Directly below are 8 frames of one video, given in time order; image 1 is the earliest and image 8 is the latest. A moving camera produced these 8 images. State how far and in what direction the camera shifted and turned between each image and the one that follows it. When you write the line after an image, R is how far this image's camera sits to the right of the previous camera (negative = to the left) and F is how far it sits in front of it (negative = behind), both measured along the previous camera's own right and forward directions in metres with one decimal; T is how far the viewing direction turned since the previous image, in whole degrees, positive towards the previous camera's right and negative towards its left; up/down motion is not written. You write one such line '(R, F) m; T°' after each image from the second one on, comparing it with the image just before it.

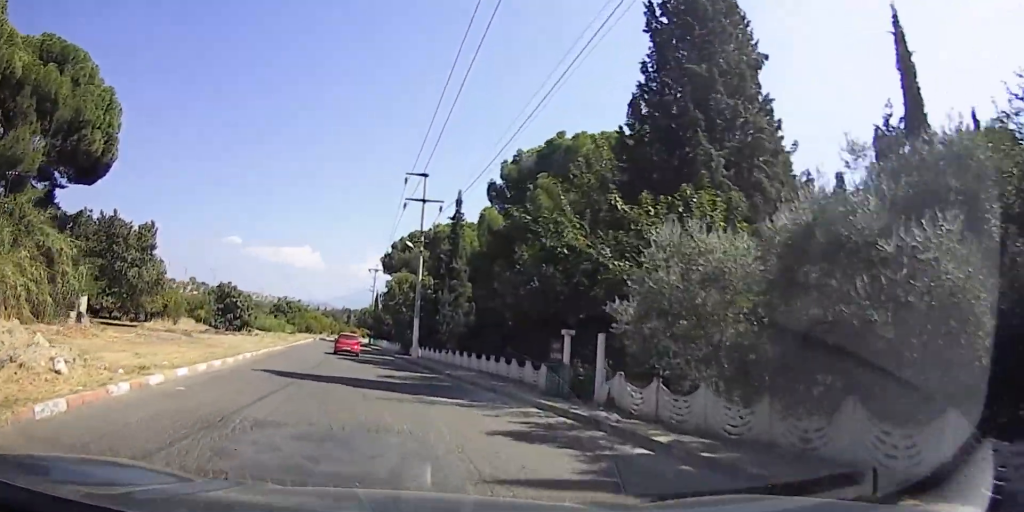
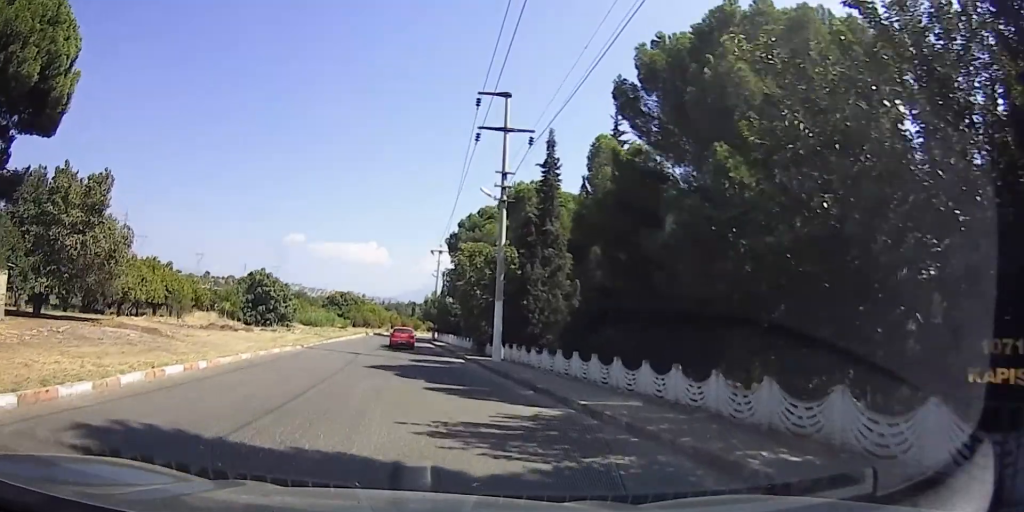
(0.0, +12.5) m; -9°
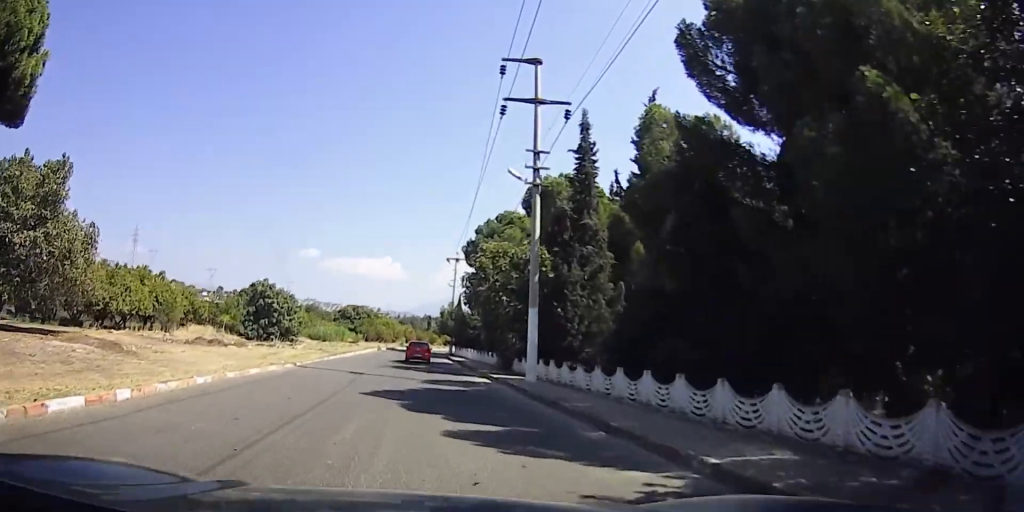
(-0.6, +4.5) m; -4°
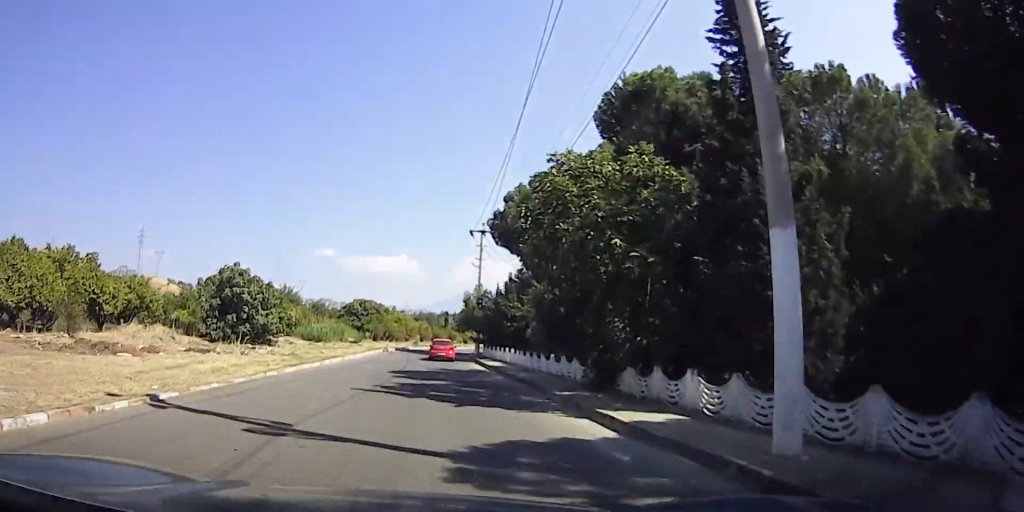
(-1.3, +12.9) m; -6°
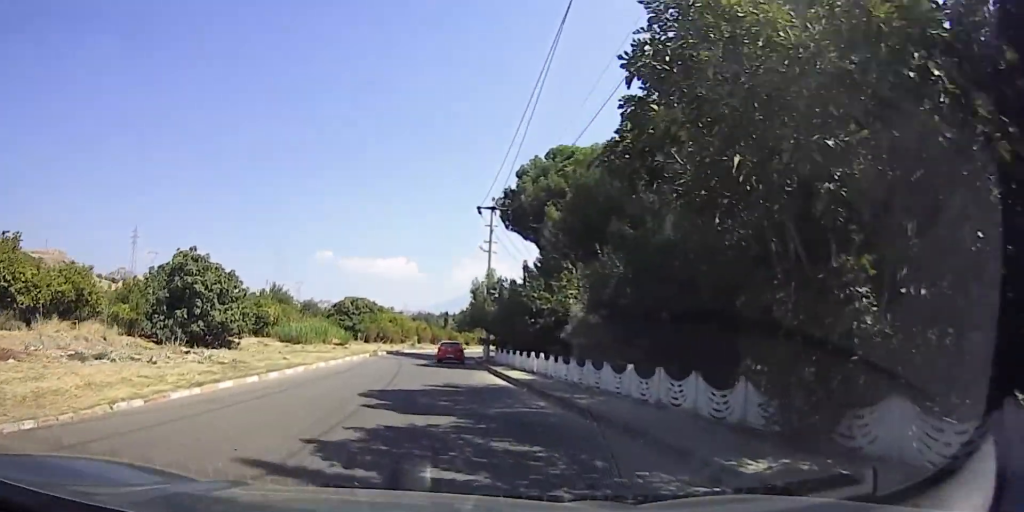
(0.0, +8.2) m; 0°
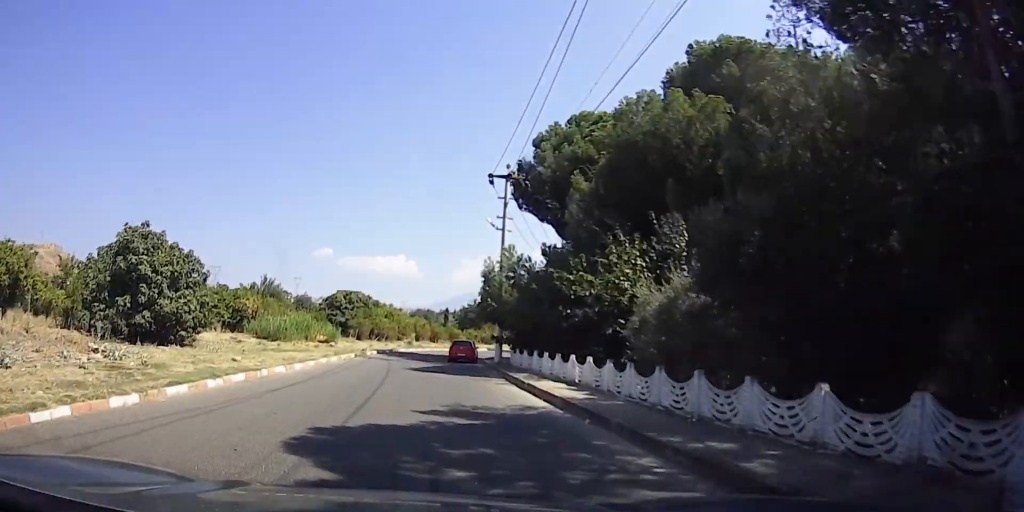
(0.0, +6.4) m; 0°
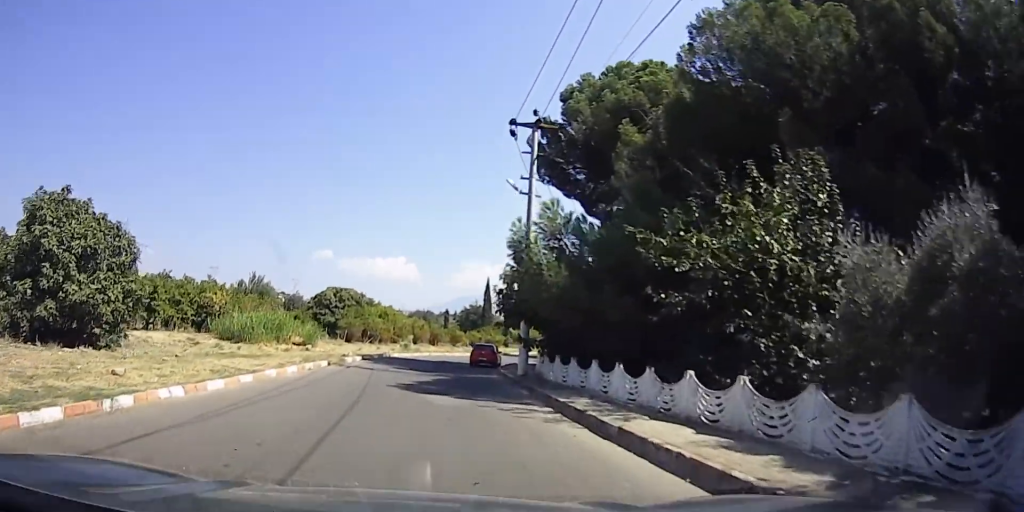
(0.0, +7.8) m; 0°
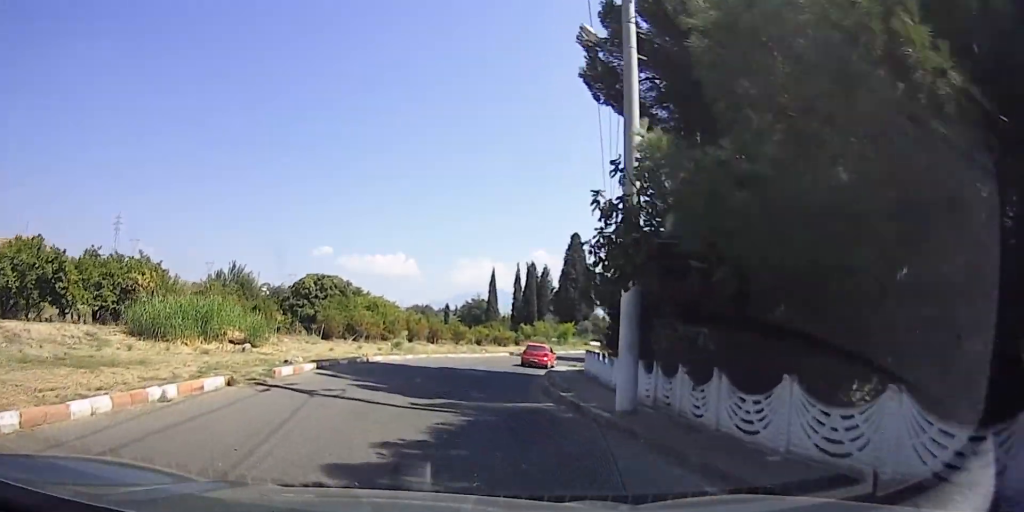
(0.0, +11.8) m; 0°
